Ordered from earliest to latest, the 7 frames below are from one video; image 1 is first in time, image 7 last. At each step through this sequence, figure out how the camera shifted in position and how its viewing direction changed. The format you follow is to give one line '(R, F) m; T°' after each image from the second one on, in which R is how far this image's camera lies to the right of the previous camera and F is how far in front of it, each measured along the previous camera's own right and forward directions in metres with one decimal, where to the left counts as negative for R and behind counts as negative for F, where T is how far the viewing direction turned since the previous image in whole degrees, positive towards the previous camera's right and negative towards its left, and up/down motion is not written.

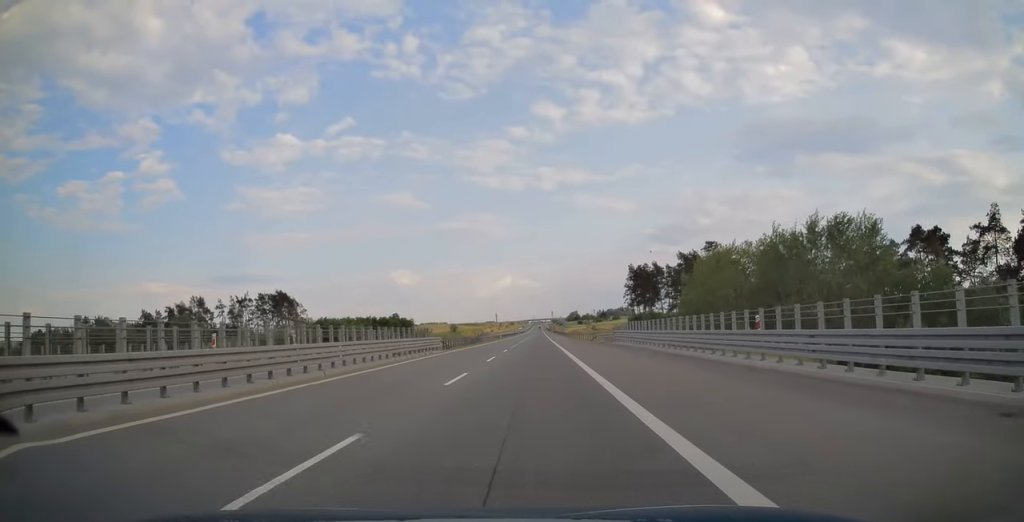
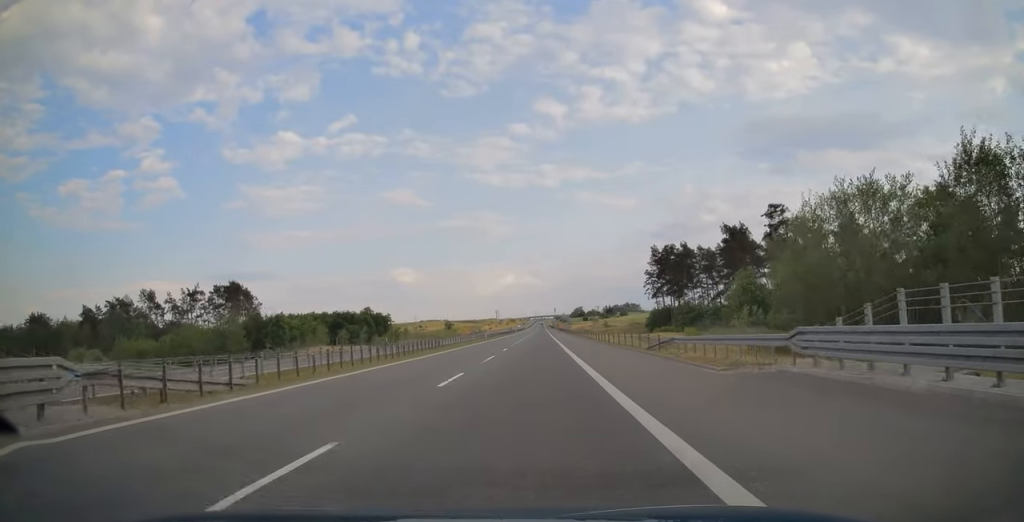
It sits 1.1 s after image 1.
(0.0, +36.6) m; 0°
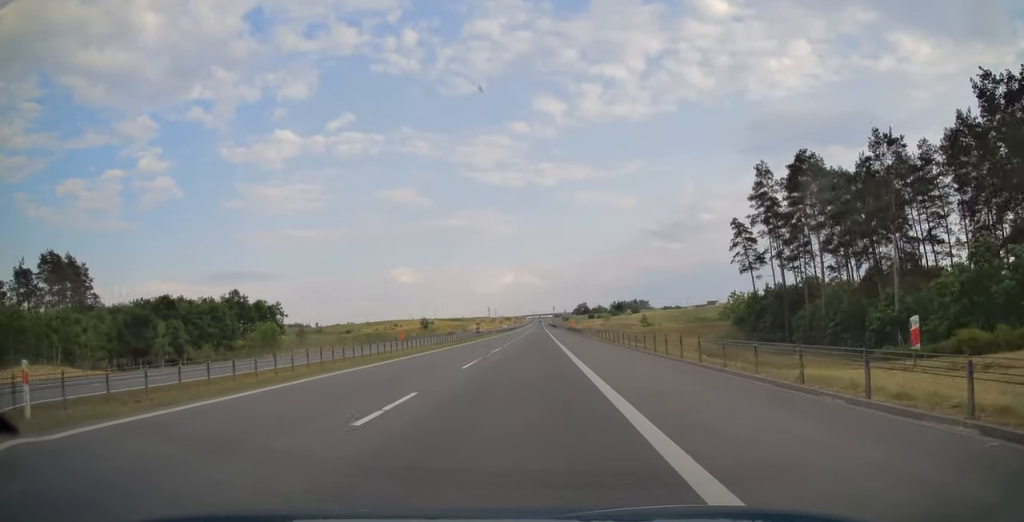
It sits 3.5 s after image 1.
(-0.1, +78.1) m; 0°
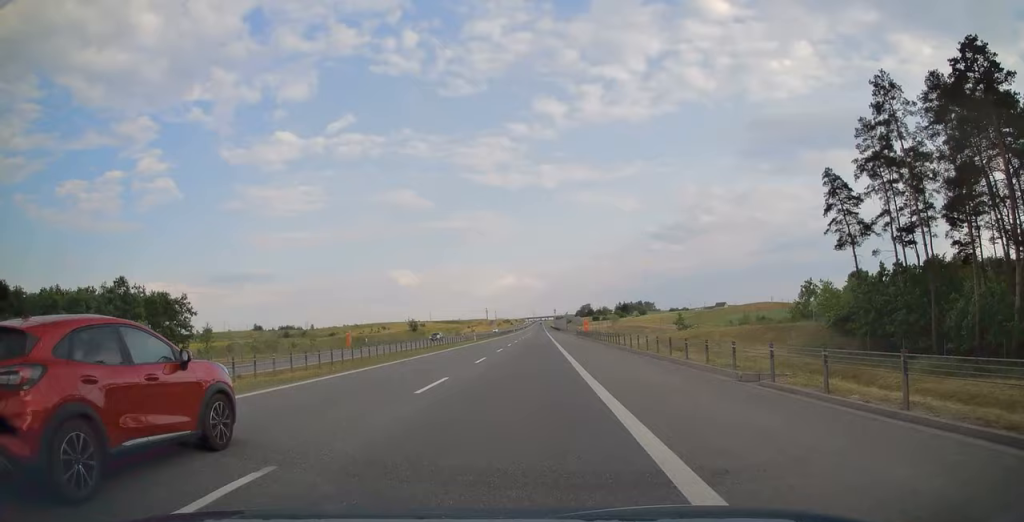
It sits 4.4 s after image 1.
(0.0, +31.1) m; 0°
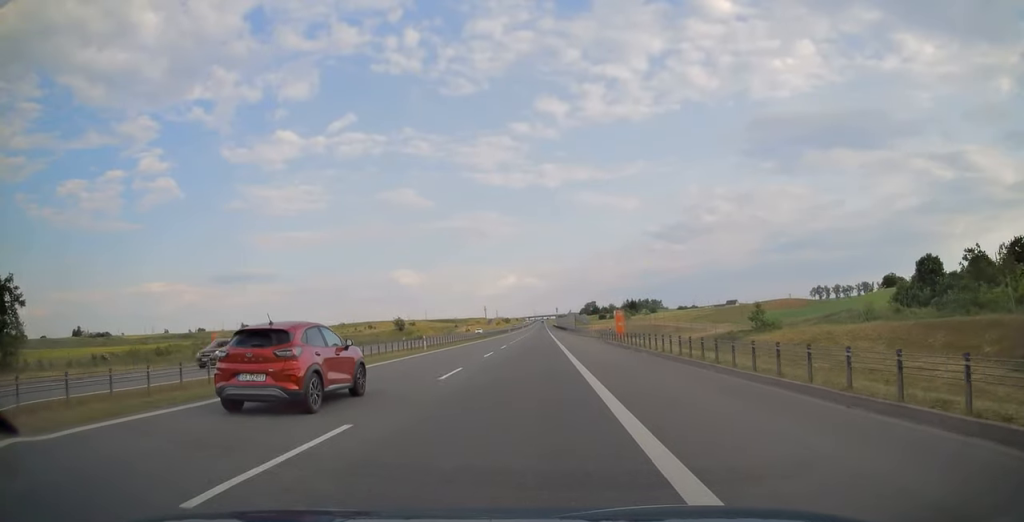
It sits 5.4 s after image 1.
(+0.1, +32.7) m; 0°
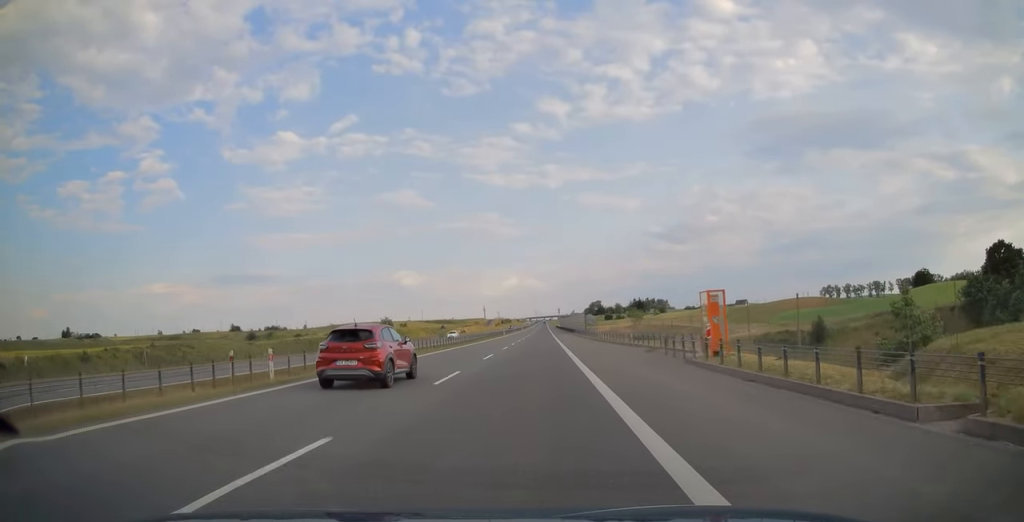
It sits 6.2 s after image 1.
(-0.2, +25.0) m; 0°
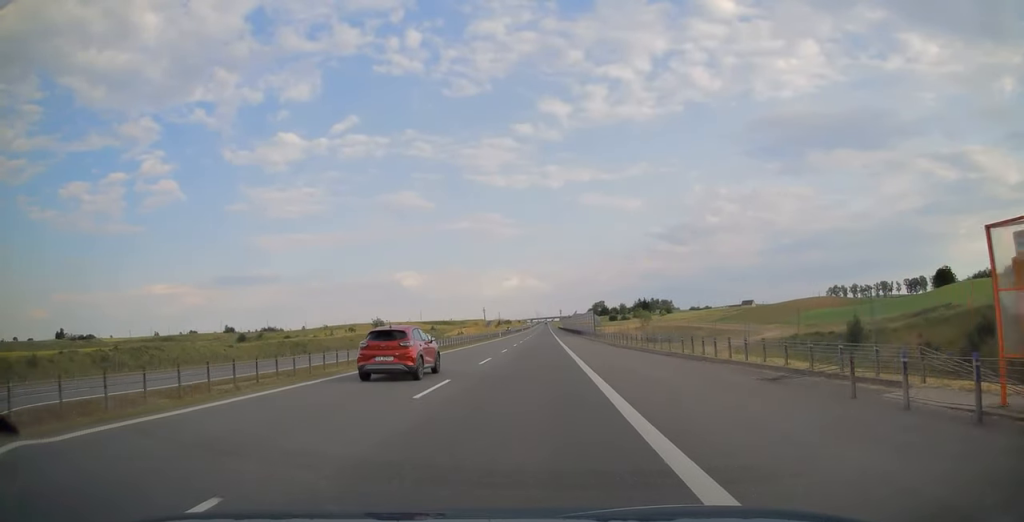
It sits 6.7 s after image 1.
(0.0, +14.7) m; 0°
